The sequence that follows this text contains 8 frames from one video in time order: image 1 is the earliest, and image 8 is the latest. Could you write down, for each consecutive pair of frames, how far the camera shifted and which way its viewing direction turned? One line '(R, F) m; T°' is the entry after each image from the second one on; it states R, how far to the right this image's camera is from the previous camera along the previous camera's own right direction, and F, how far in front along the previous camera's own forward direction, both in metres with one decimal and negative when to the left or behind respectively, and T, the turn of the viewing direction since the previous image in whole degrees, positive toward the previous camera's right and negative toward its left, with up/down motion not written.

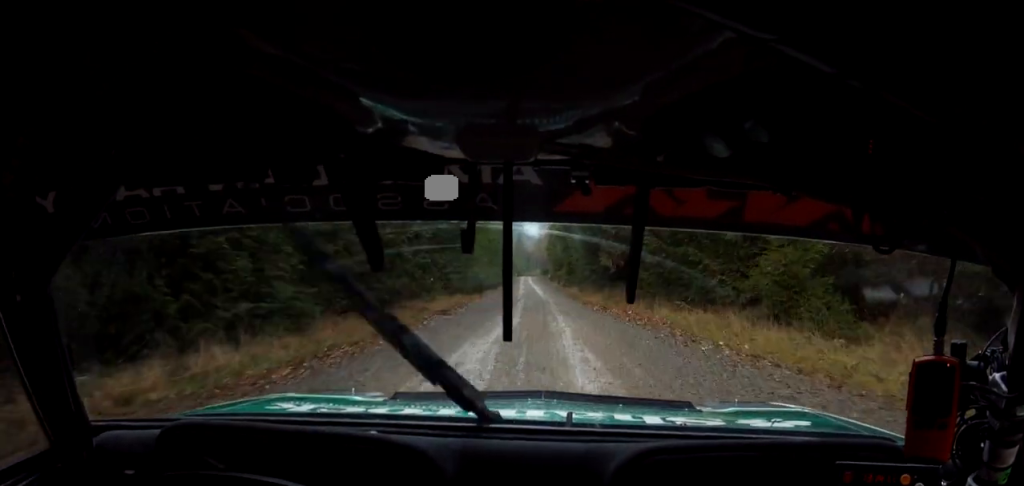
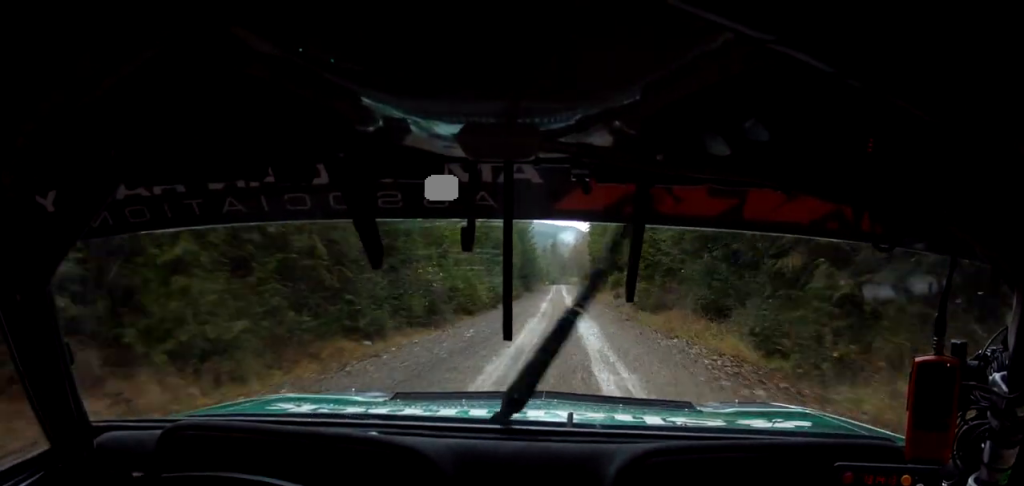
(+0.3, +46.3) m; -1°
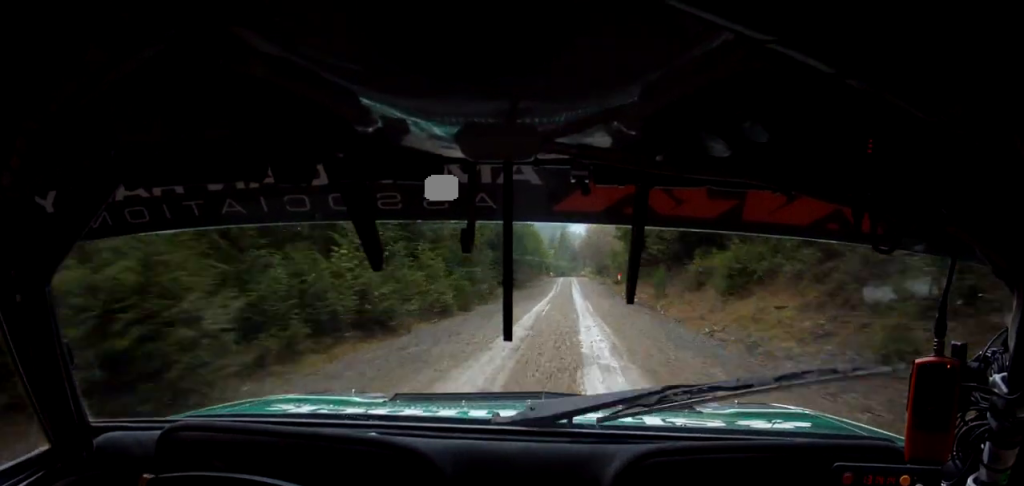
(-0.4, +43.2) m; 0°
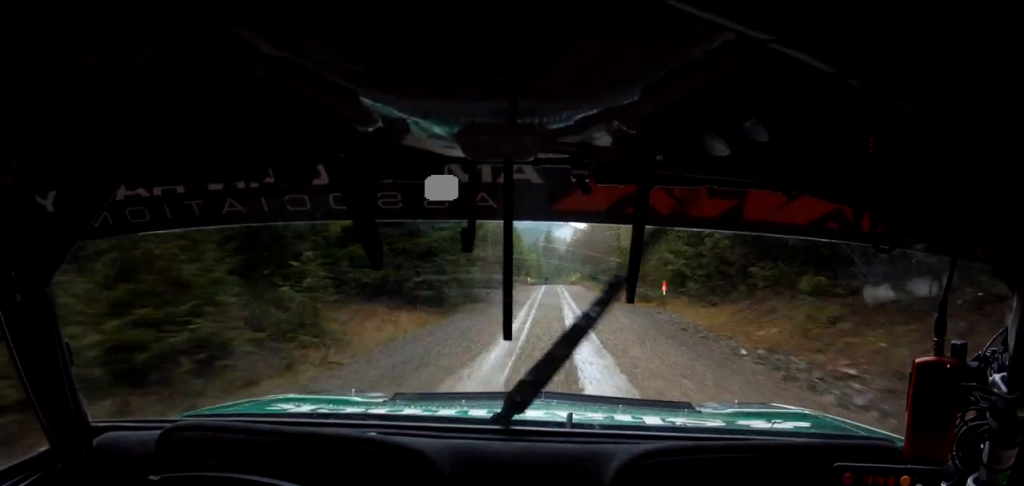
(+0.8, +36.9) m; +2°
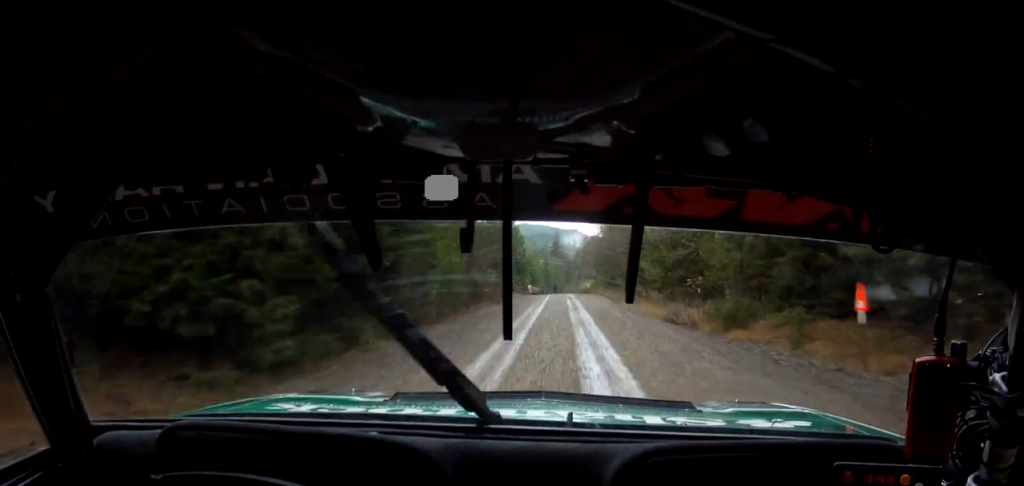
(+0.2, +21.0) m; 0°
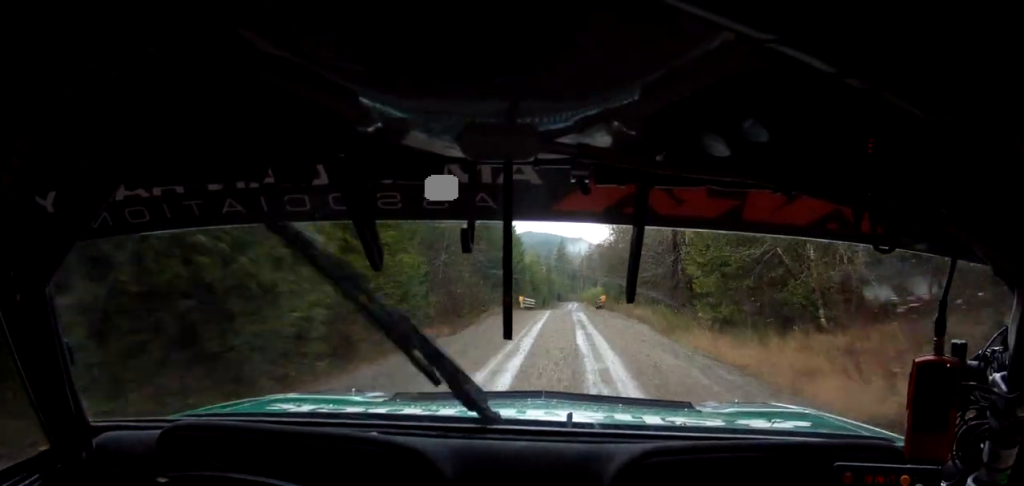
(0.0, +19.6) m; 0°
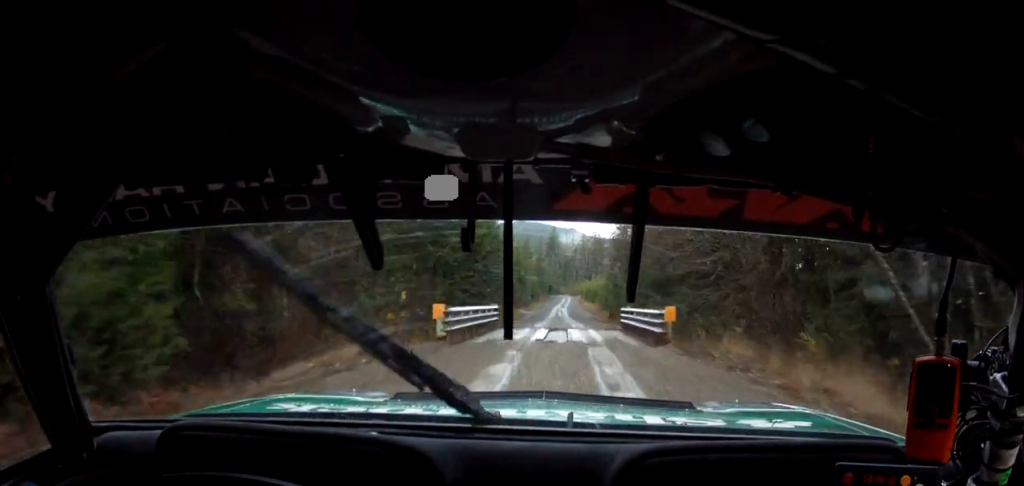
(0.0, +31.3) m; 0°
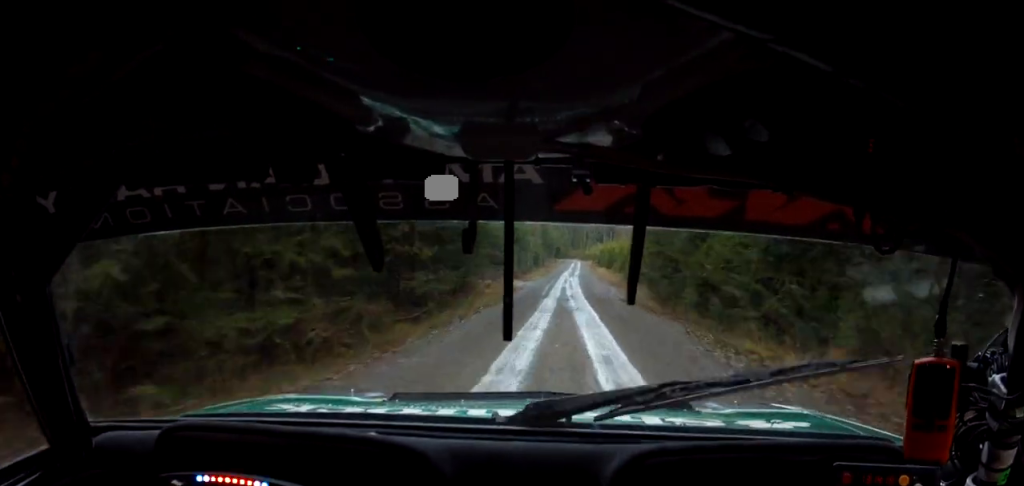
(+0.1, +33.6) m; 0°
